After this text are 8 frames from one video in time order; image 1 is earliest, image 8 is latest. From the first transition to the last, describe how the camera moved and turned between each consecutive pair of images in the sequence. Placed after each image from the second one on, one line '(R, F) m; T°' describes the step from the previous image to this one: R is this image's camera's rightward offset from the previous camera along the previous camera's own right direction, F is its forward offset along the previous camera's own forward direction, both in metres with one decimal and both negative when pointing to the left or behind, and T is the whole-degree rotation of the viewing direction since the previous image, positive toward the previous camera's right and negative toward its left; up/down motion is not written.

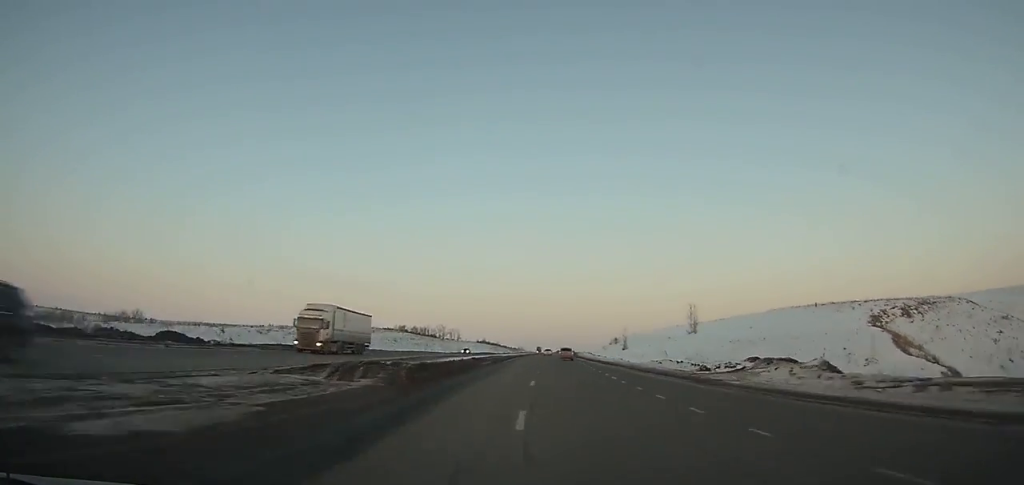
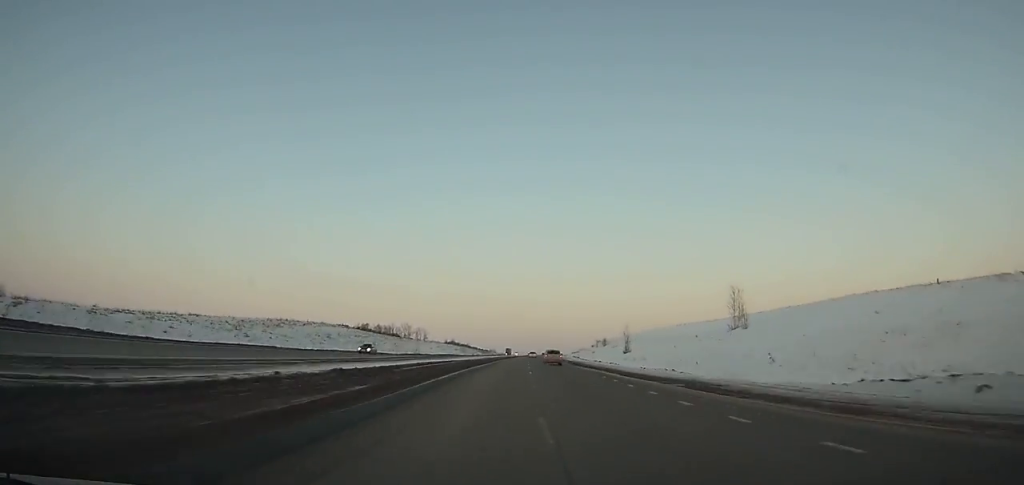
(+1.4, +37.5) m; +2°
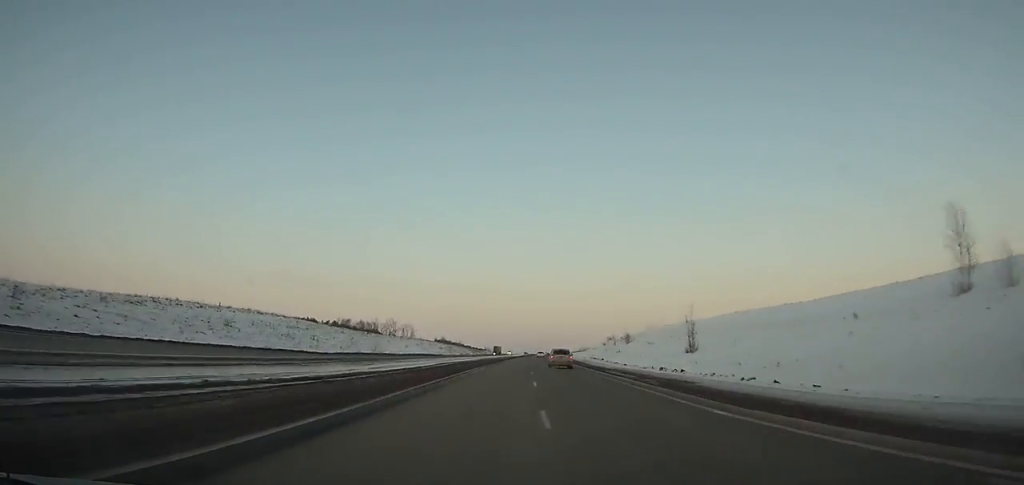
(+0.9, +46.0) m; +1°
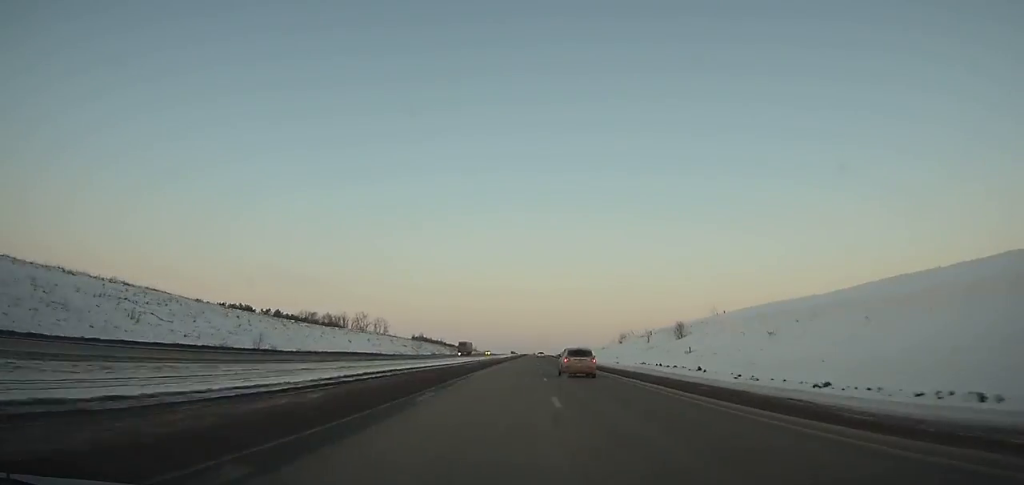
(+0.3, +57.2) m; +1°
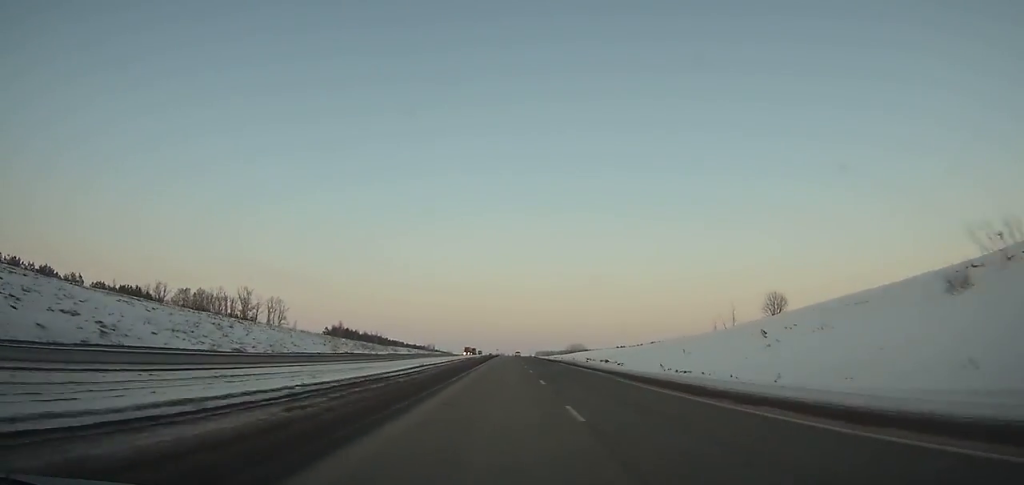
(+3.2, +135.4) m; +2°
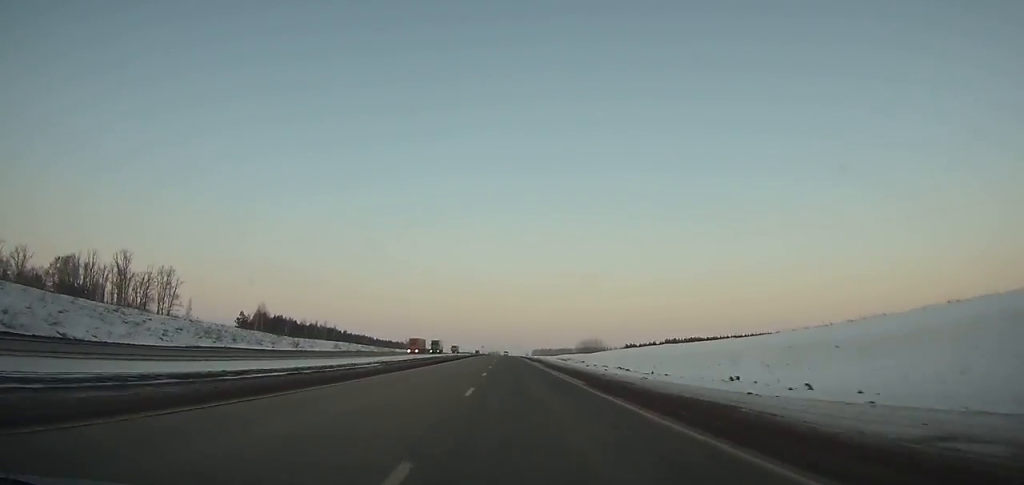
(+0.4, +80.8) m; 0°
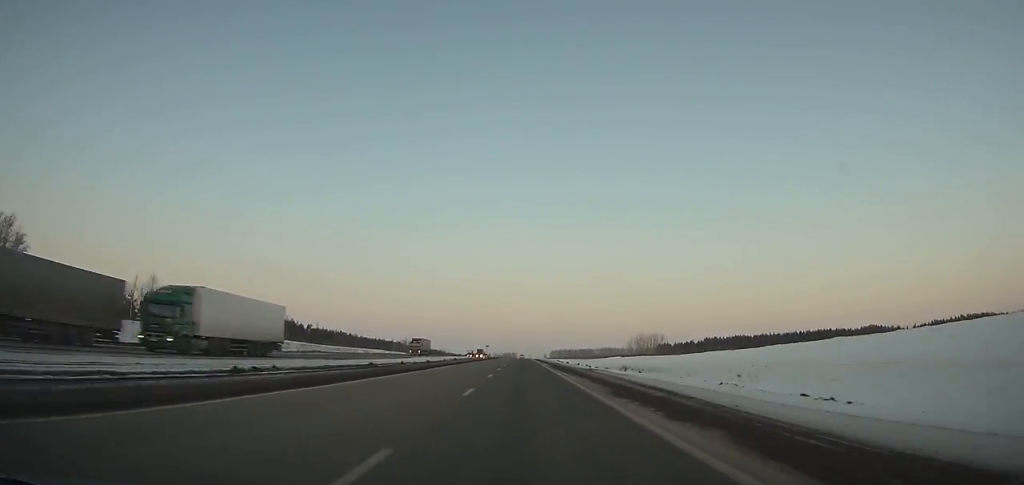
(-0.6, +74.4) m; -1°
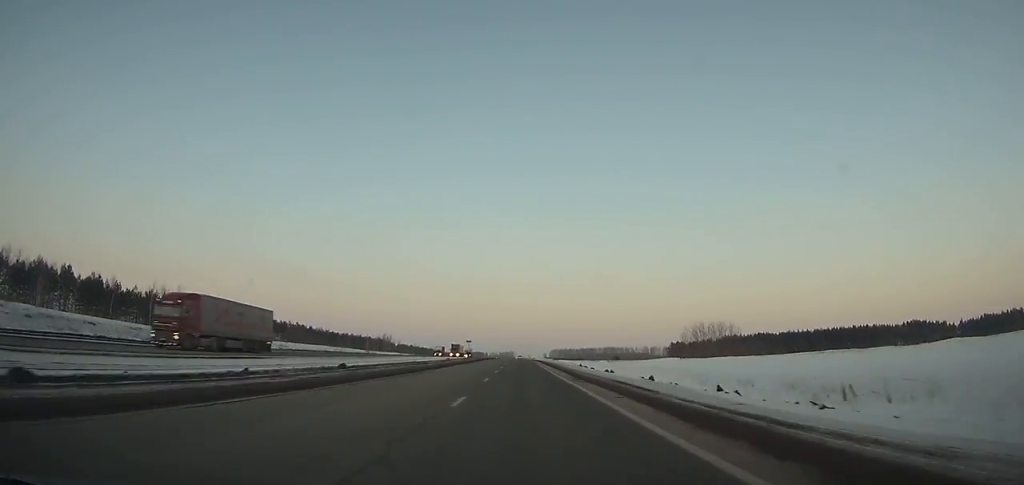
(-0.1, +52.0) m; 0°
